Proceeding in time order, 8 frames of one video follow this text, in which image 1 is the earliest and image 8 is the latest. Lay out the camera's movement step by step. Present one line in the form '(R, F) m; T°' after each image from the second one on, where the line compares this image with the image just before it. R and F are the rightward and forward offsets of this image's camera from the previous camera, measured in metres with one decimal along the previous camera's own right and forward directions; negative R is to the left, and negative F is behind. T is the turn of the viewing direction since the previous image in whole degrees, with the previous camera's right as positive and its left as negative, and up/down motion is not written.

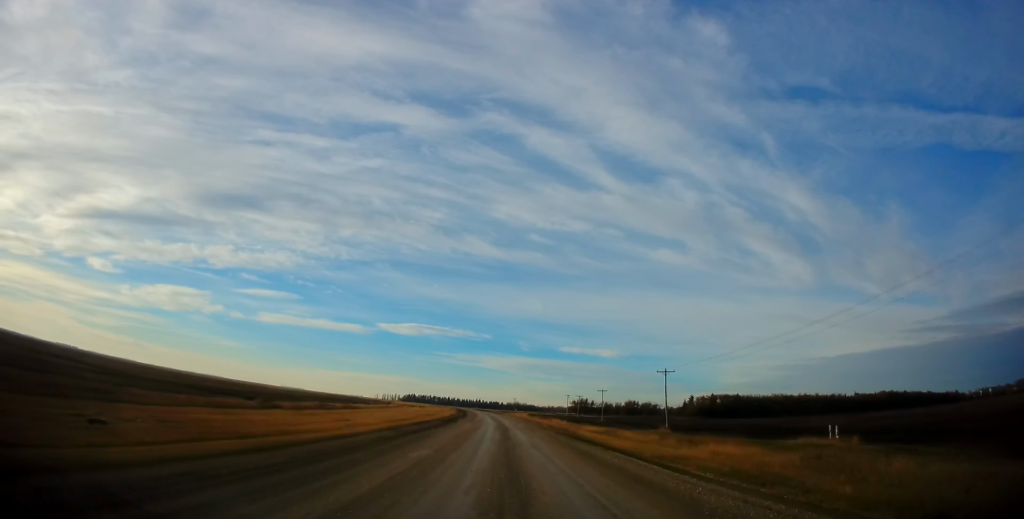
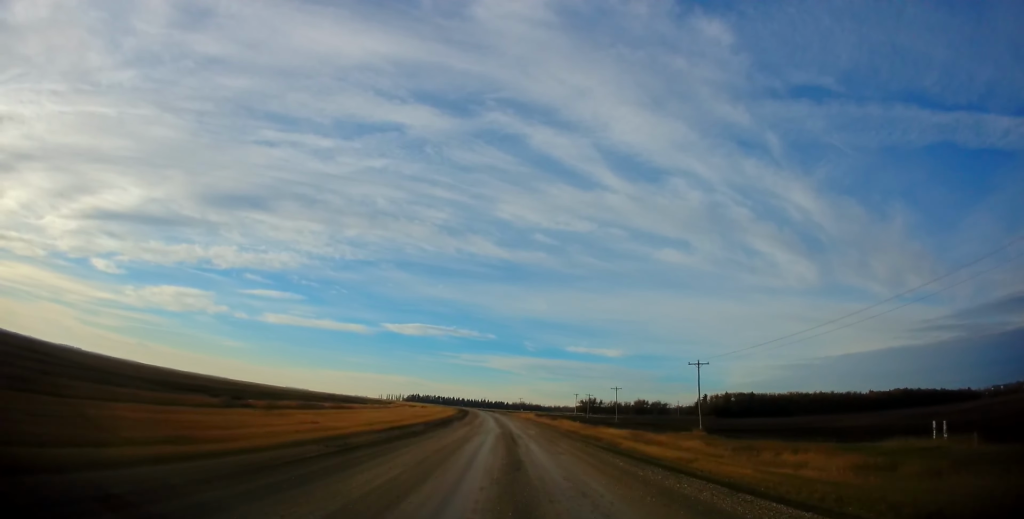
(0.0, +12.7) m; 0°
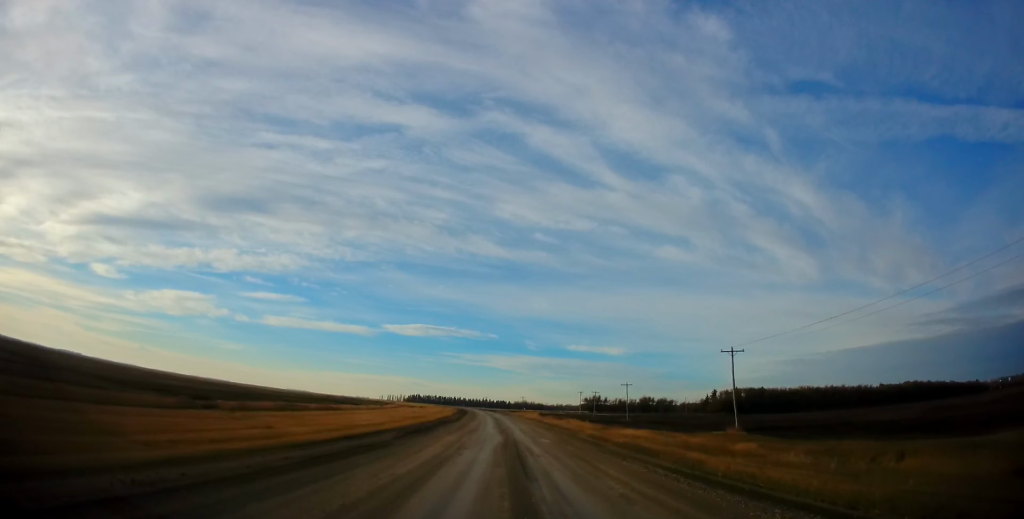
(0.0, +11.0) m; 0°
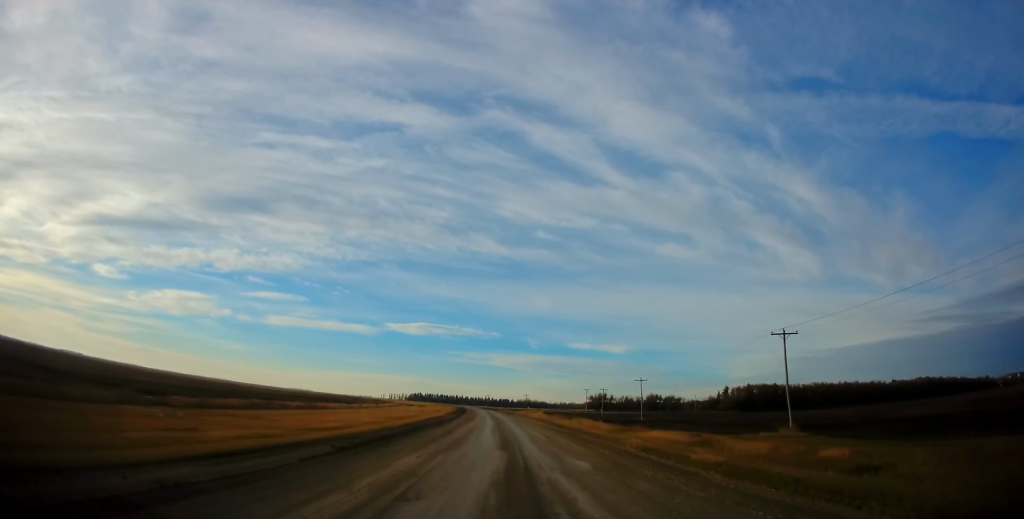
(0.0, +11.9) m; 0°
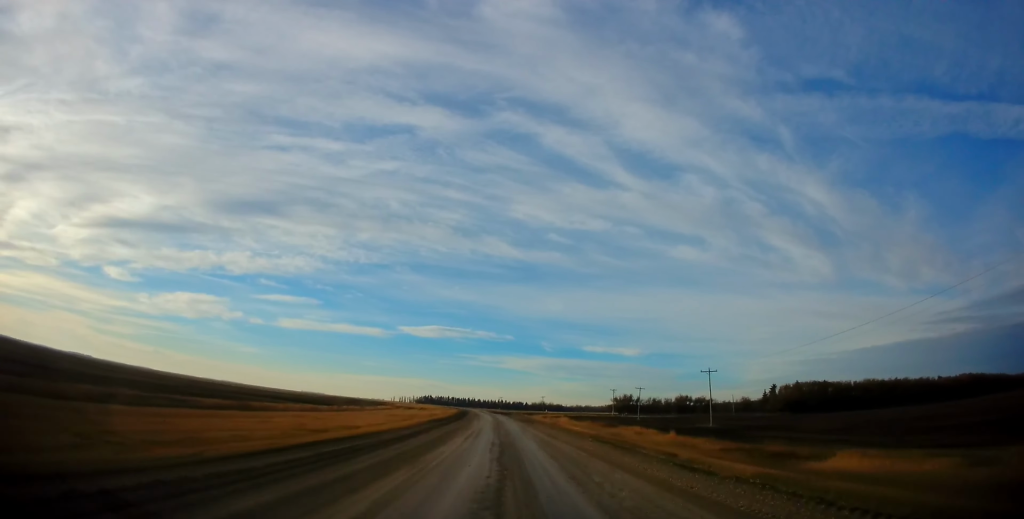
(-0.2, +34.7) m; 0°
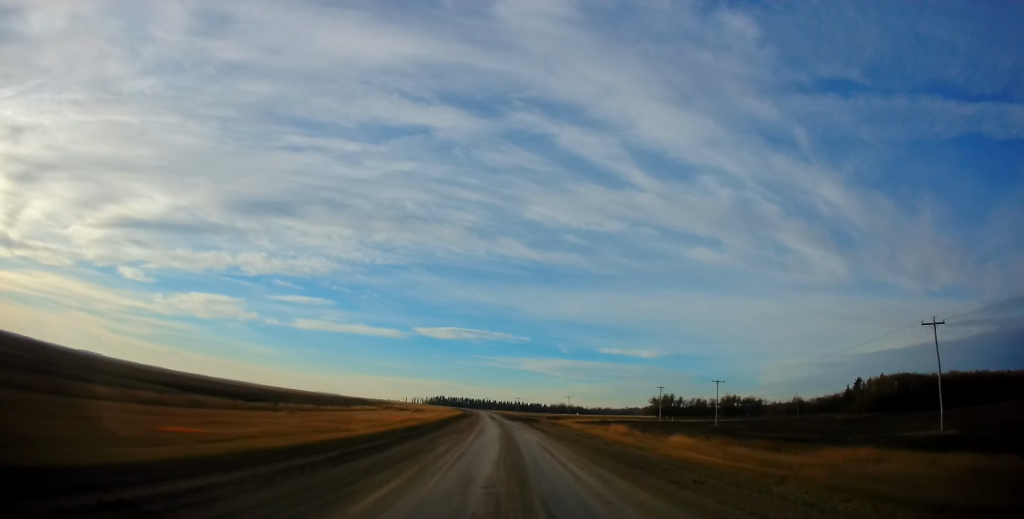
(-0.7, +45.2) m; -2°
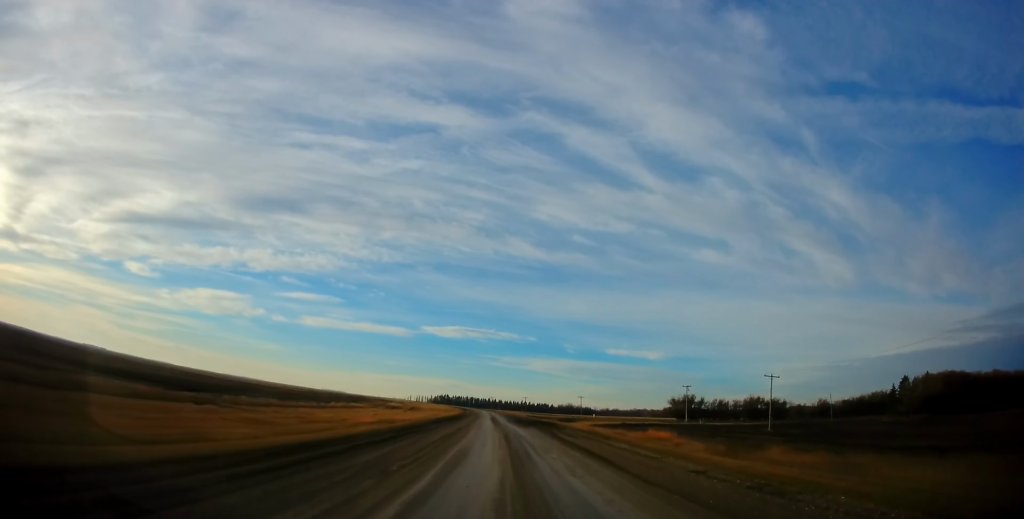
(0.0, +19.2) m; 0°
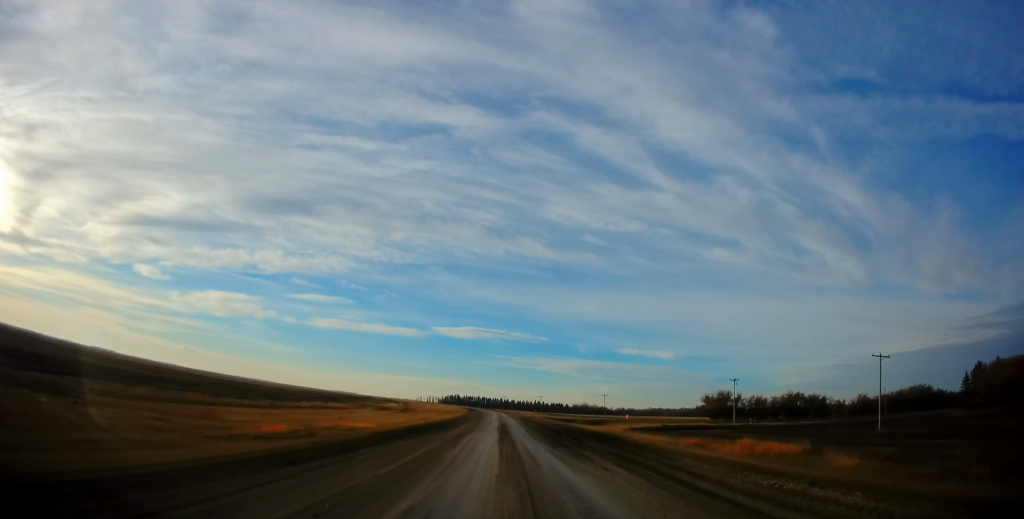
(0.0, +23.6) m; 0°
